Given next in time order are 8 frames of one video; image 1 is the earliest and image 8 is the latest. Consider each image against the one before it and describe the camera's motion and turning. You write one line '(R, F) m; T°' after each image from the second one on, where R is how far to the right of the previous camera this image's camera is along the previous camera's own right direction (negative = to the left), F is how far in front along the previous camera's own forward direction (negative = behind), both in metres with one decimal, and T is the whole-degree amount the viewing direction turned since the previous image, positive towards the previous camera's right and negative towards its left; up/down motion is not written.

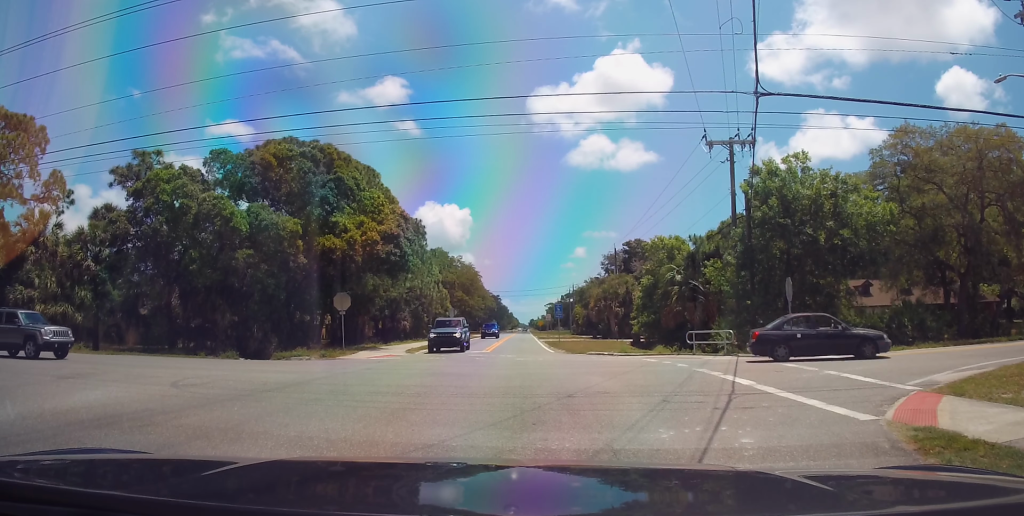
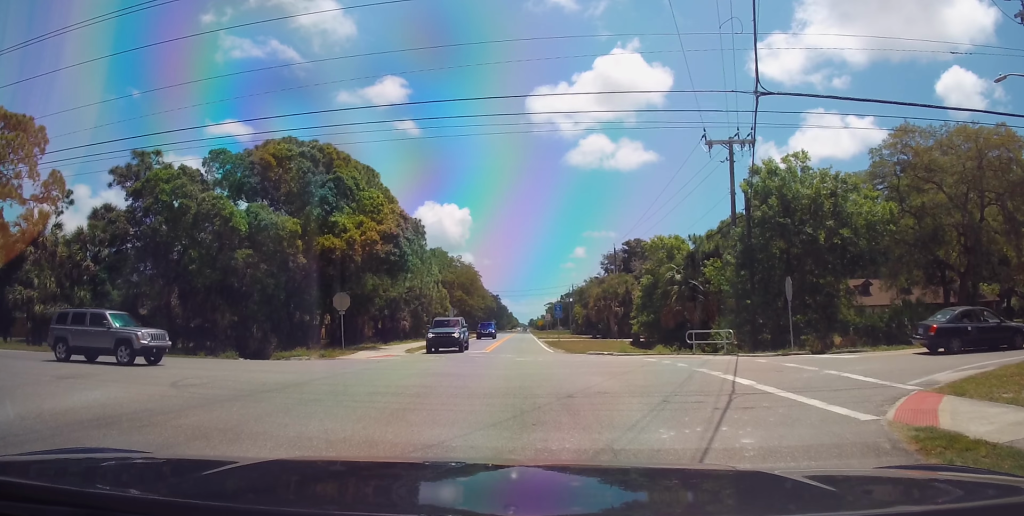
(-0.1, +0.4) m; 0°
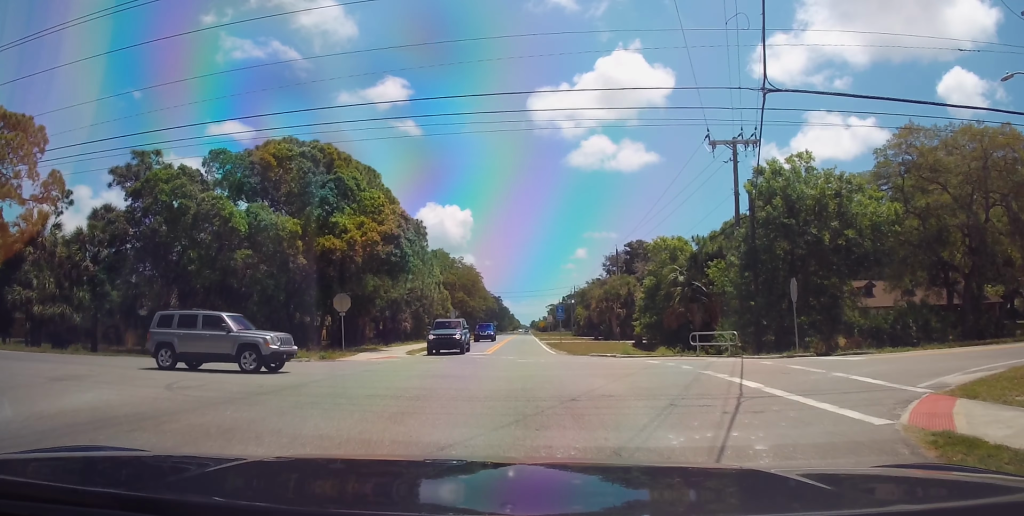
(-0.1, +0.4) m; -2°
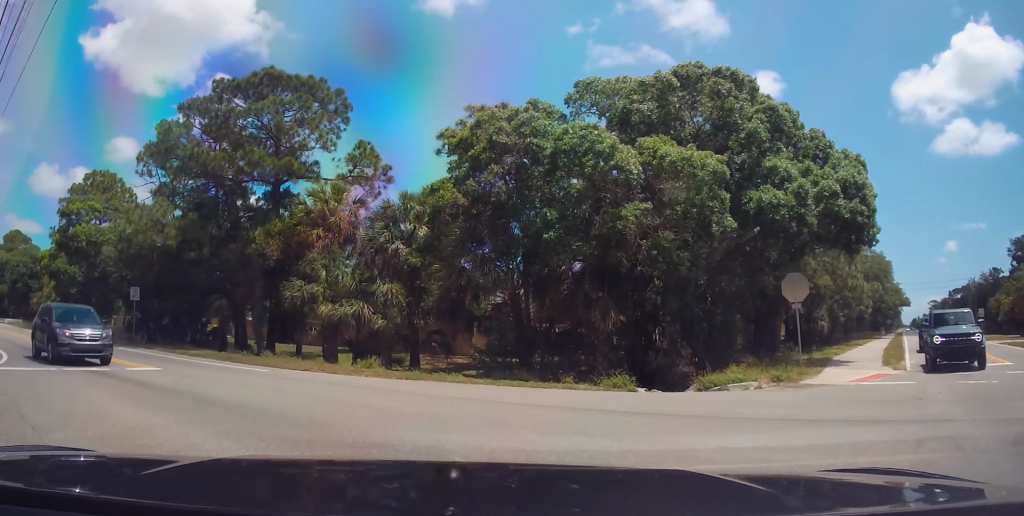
(-3.7, +8.0) m; -38°
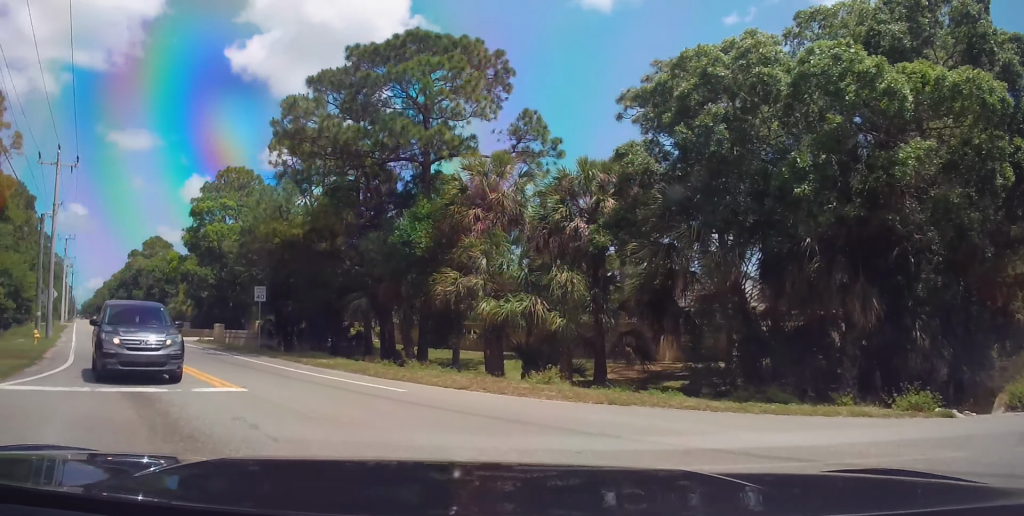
(-0.1, +4.8) m; -12°
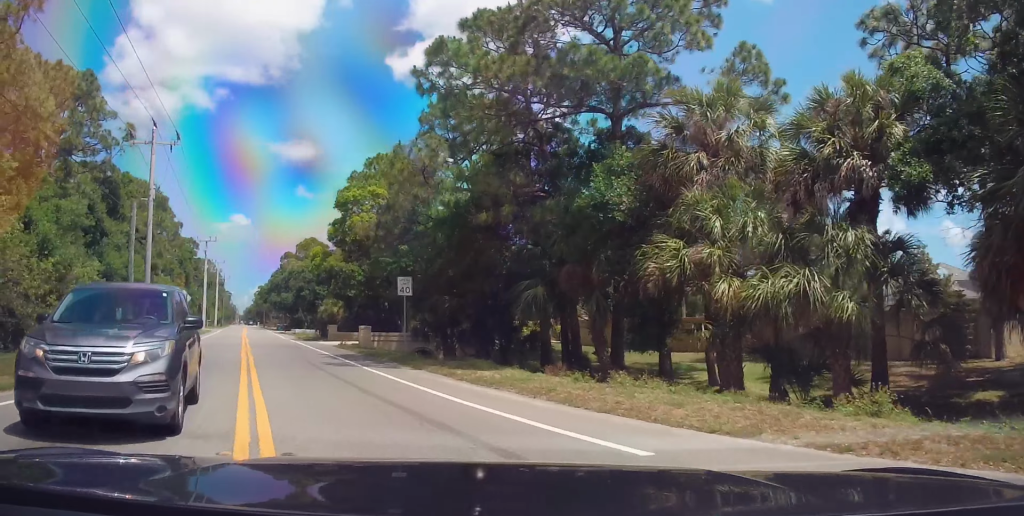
(-1.0, +6.8) m; -14°
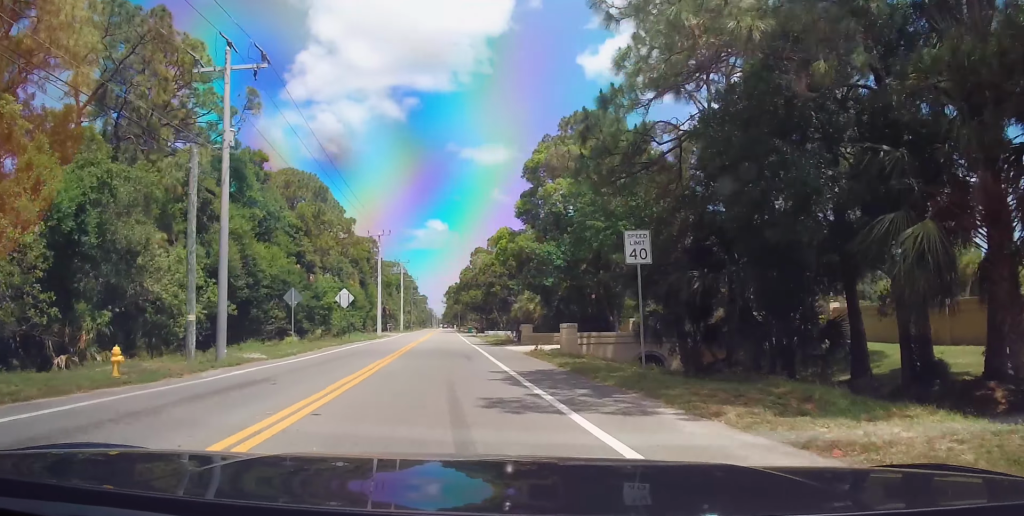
(-1.5, +10.7) m; -13°
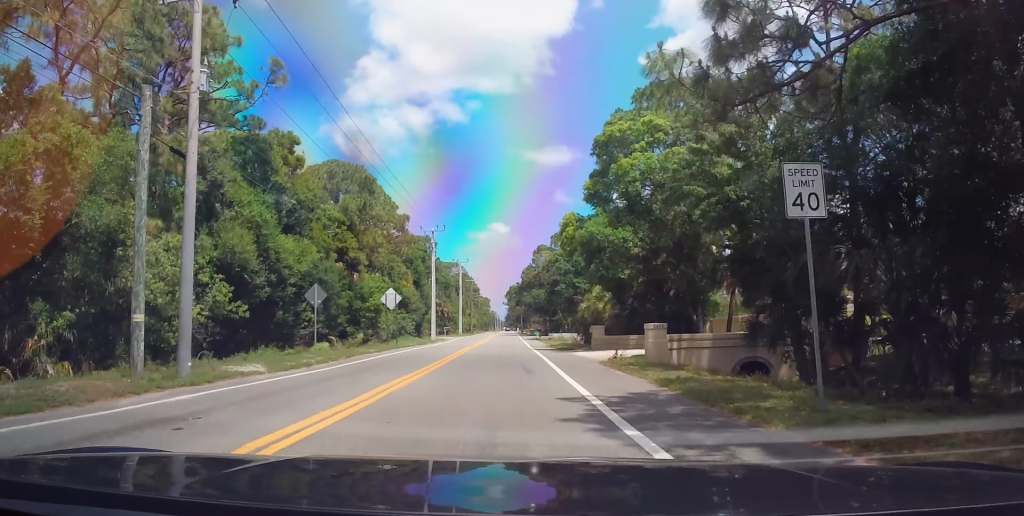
(-0.3, +5.8) m; -3°
